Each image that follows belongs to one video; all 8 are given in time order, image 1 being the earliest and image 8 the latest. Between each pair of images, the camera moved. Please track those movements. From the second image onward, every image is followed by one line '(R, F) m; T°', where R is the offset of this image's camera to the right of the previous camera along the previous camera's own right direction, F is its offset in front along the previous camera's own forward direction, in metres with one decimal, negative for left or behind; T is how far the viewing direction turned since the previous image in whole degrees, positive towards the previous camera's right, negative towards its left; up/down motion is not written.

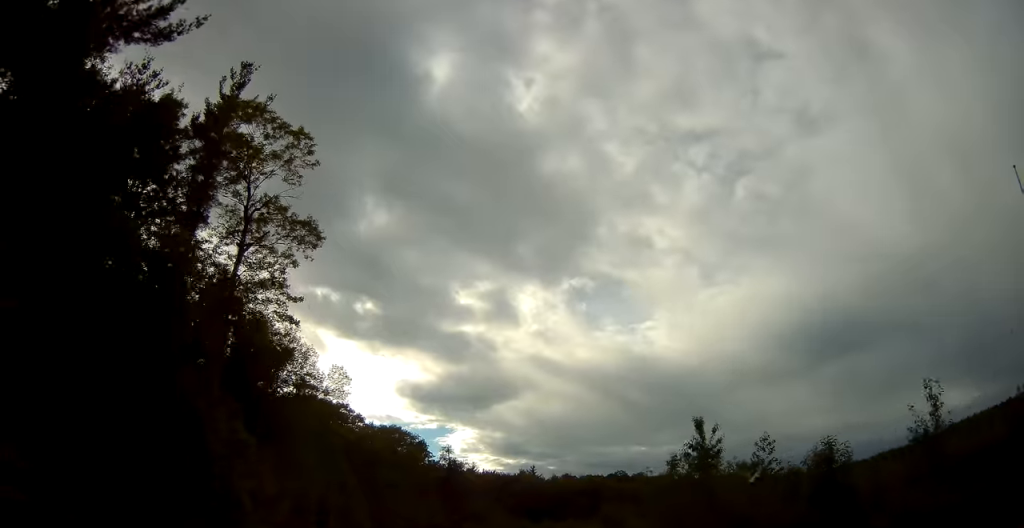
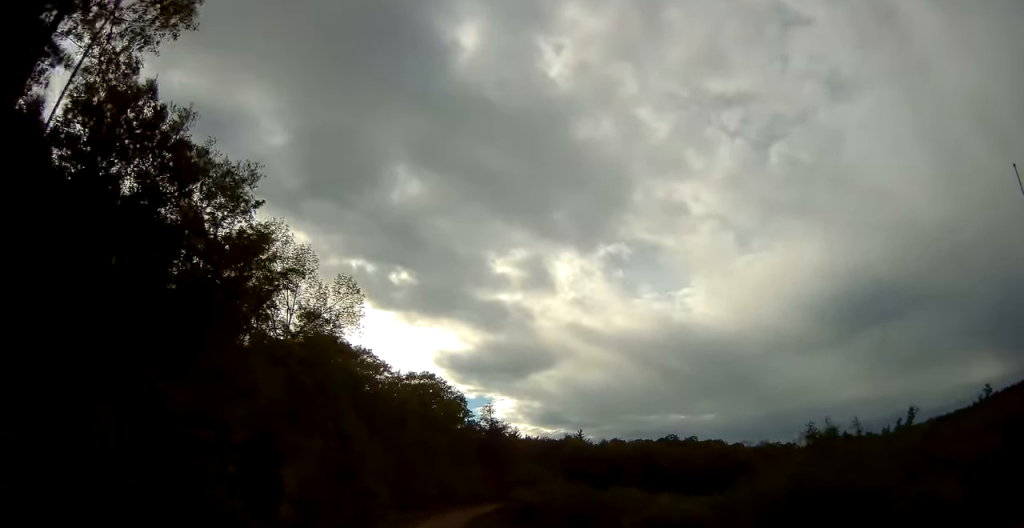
(-1.0, +18.9) m; -4°
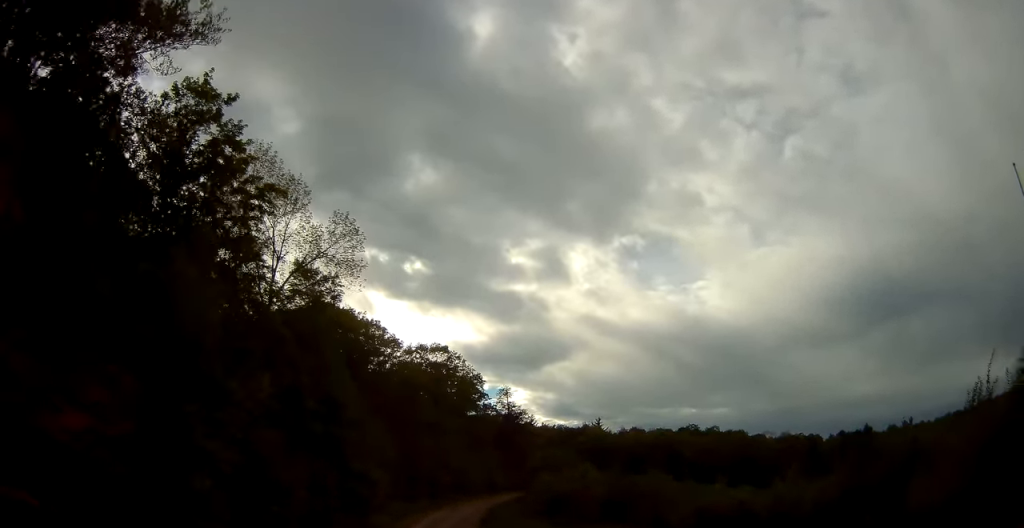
(-0.1, +9.2) m; +1°
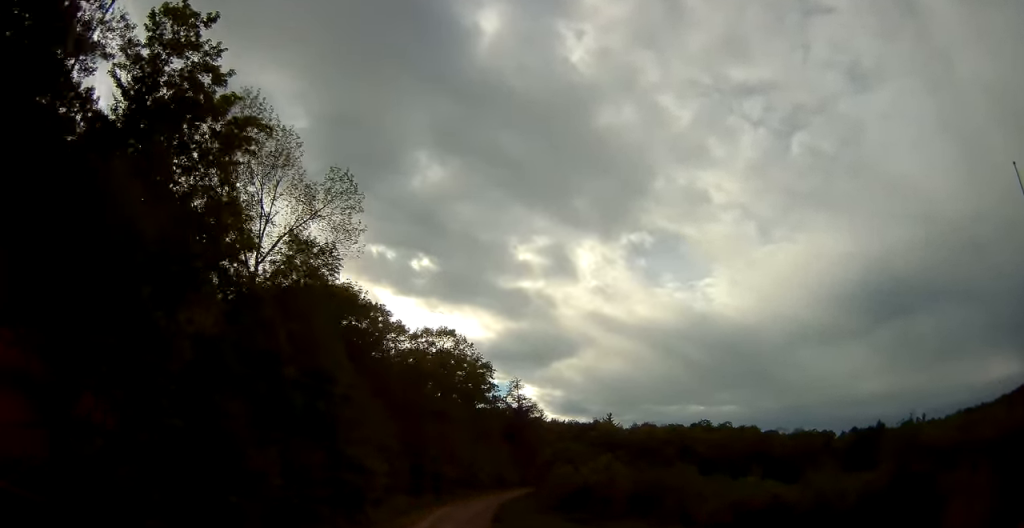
(+0.1, +5.4) m; +1°
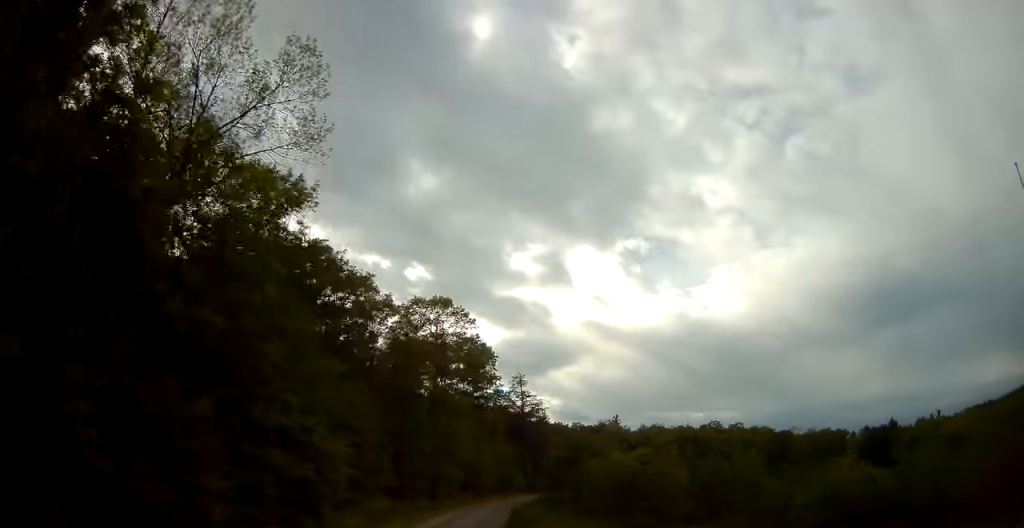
(+0.2, +12.4) m; 0°
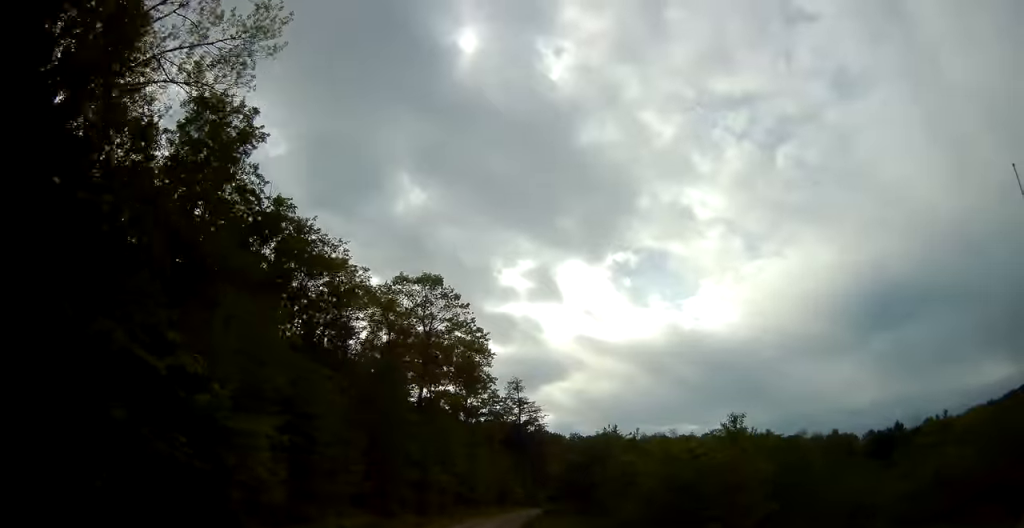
(-0.1, +9.1) m; +1°
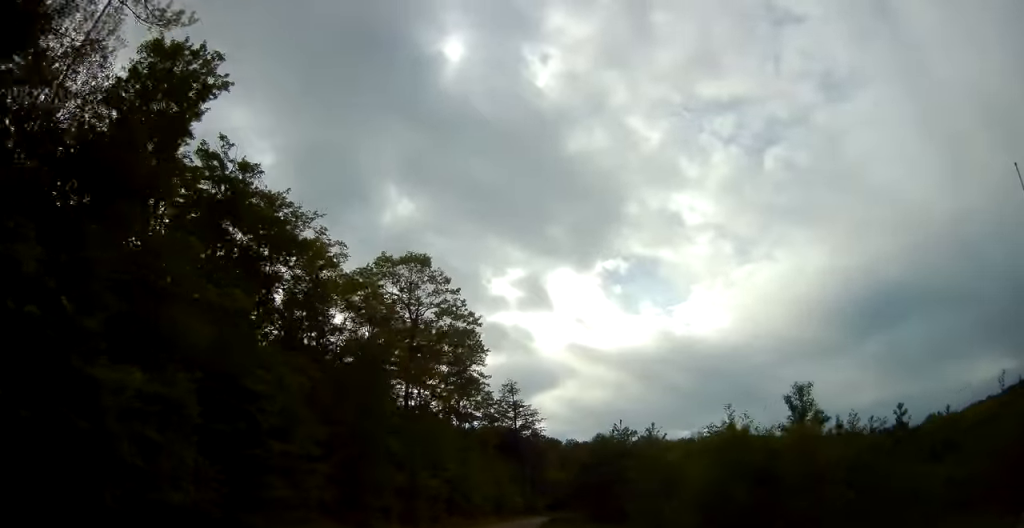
(-0.2, +5.6) m; +1°
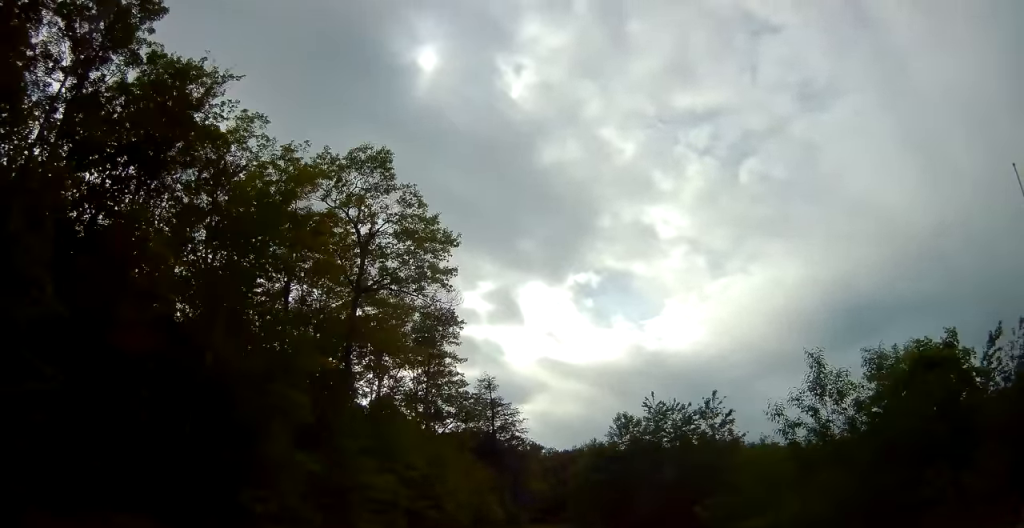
(+0.8, +13.7) m; +4°
